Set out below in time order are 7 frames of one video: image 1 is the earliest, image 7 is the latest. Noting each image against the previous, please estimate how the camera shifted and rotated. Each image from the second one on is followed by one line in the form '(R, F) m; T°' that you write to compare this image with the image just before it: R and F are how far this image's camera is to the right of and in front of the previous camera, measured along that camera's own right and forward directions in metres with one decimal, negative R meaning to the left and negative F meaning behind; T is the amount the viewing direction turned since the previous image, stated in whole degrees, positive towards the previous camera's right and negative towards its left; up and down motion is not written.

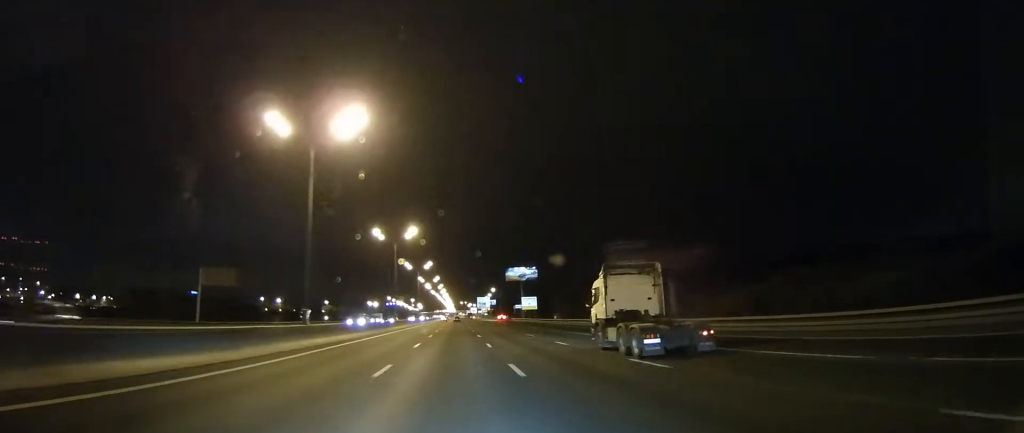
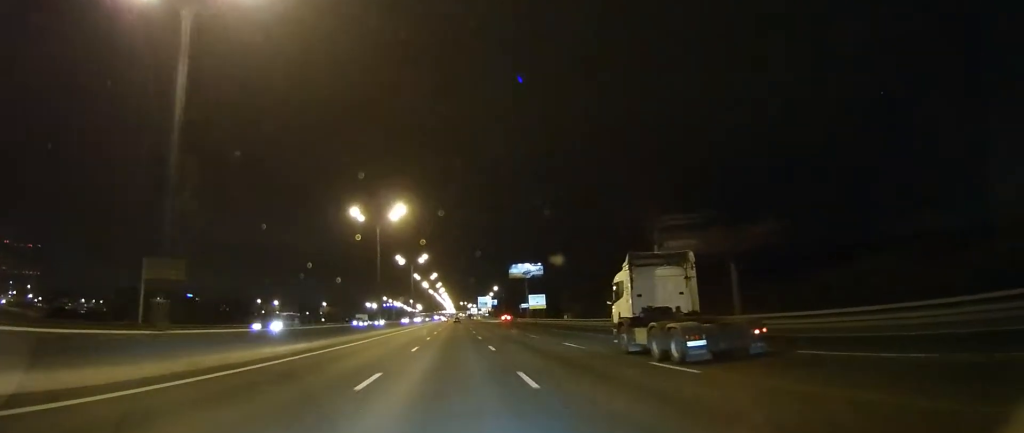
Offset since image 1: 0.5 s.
(-0.4, +14.2) m; +1°
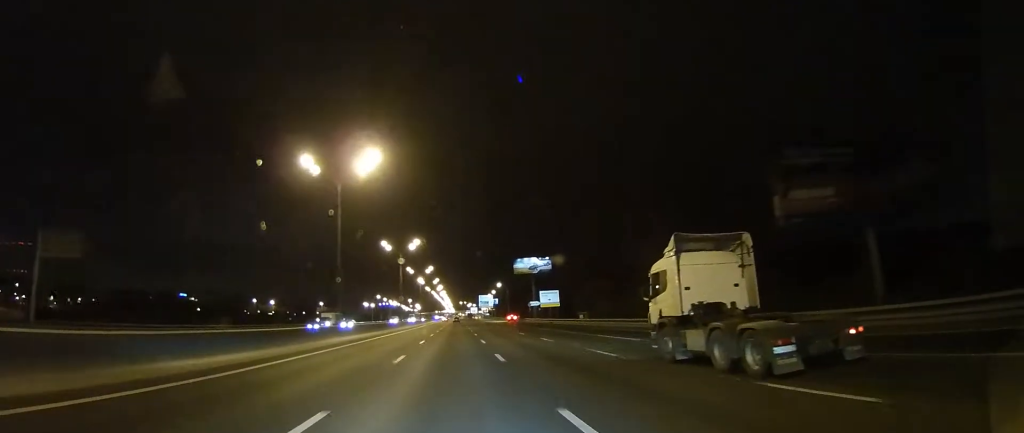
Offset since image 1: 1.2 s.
(+0.1, +17.7) m; +1°
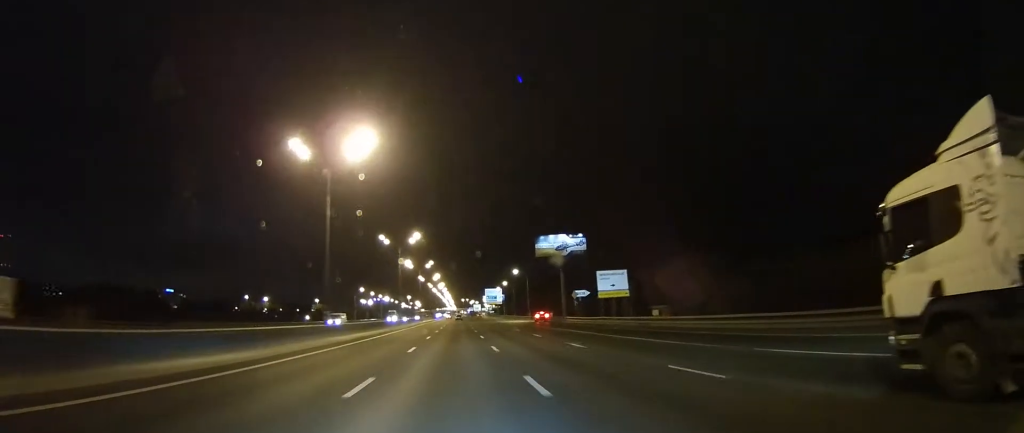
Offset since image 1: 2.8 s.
(-0.4, +43.4) m; -3°
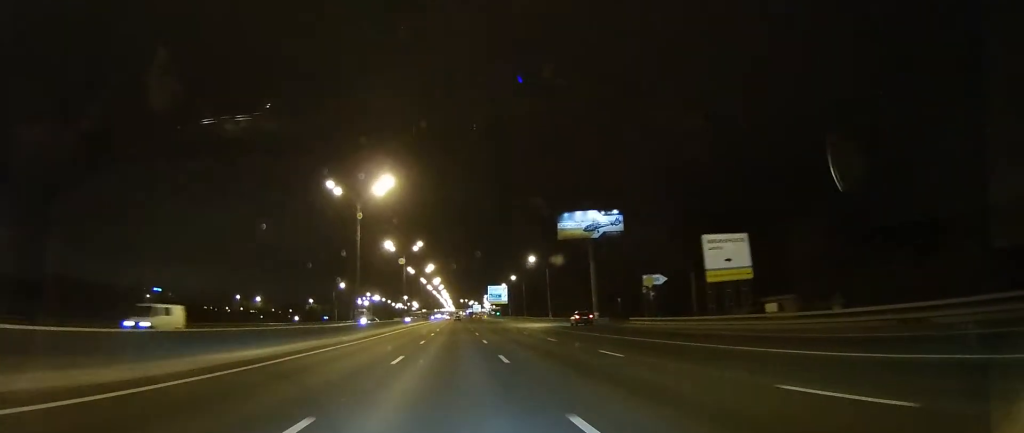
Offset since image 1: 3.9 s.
(0.0, +29.4) m; +1°
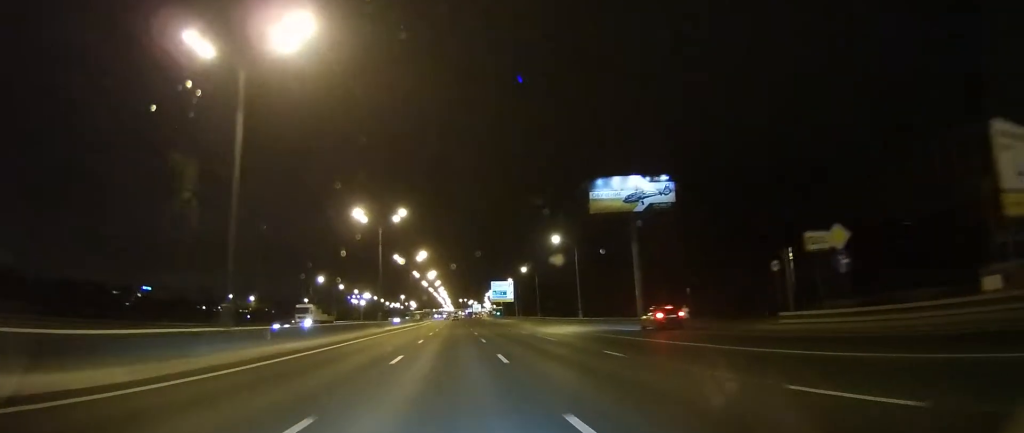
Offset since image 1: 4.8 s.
(+0.6, +23.8) m; +1°
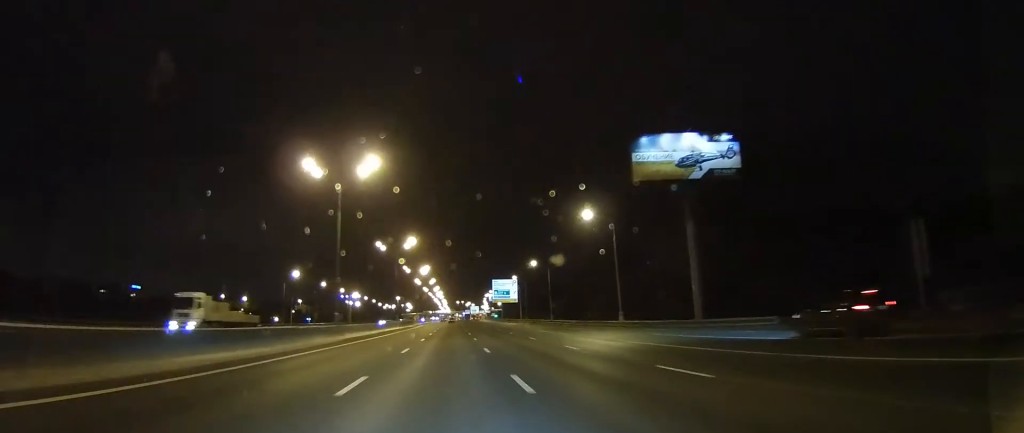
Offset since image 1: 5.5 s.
(0.0, +18.7) m; 0°
